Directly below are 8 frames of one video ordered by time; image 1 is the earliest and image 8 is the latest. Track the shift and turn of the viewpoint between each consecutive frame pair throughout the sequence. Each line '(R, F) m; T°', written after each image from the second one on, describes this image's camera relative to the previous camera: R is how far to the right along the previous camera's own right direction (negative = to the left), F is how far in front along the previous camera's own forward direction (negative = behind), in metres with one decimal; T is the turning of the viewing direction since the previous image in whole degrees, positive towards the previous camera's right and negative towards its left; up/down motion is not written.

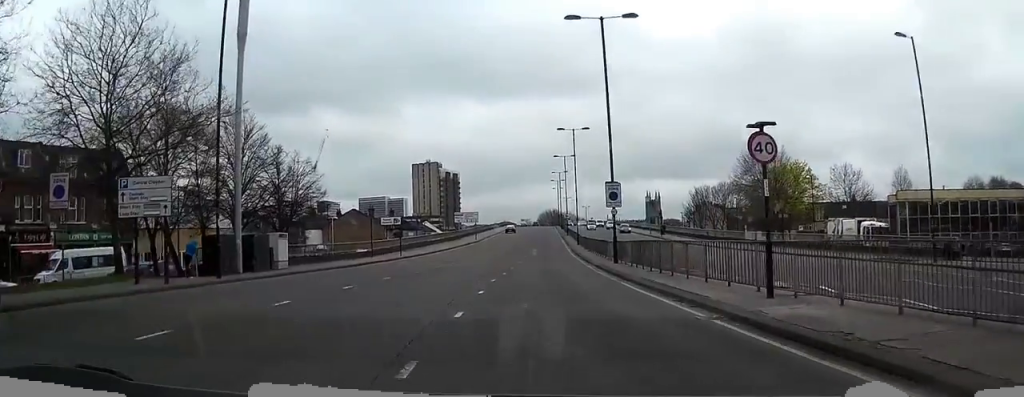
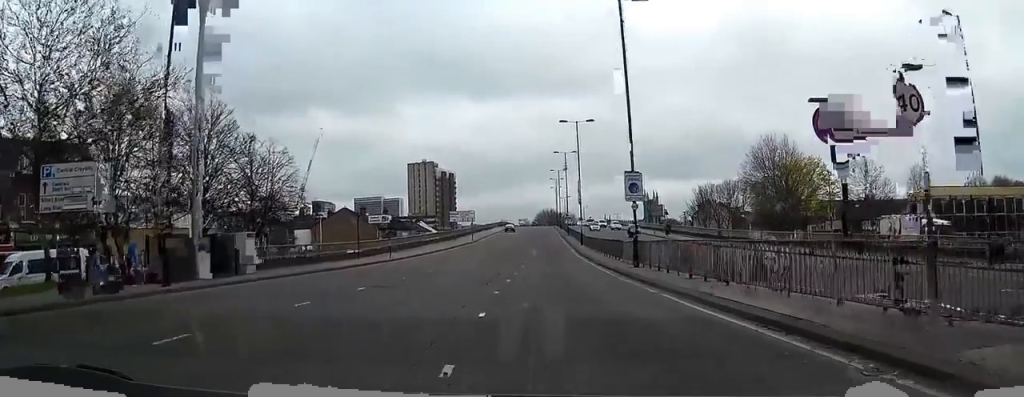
(0.0, +5.5) m; +1°
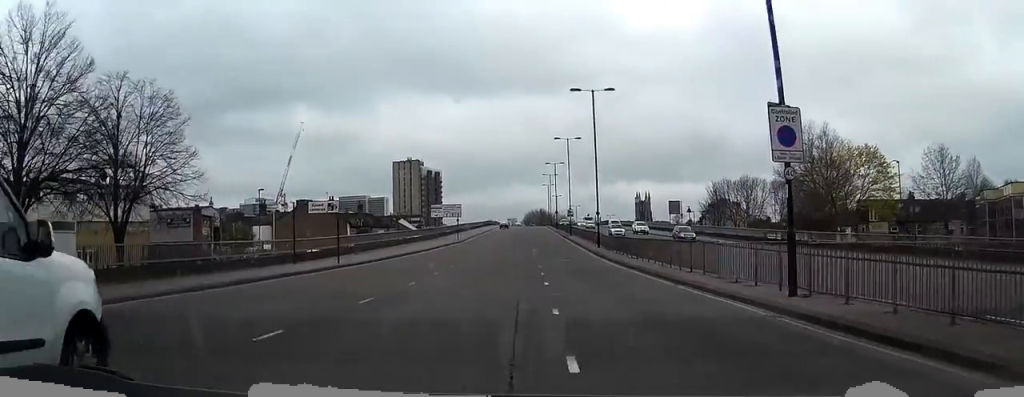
(+0.2, +15.8) m; +1°
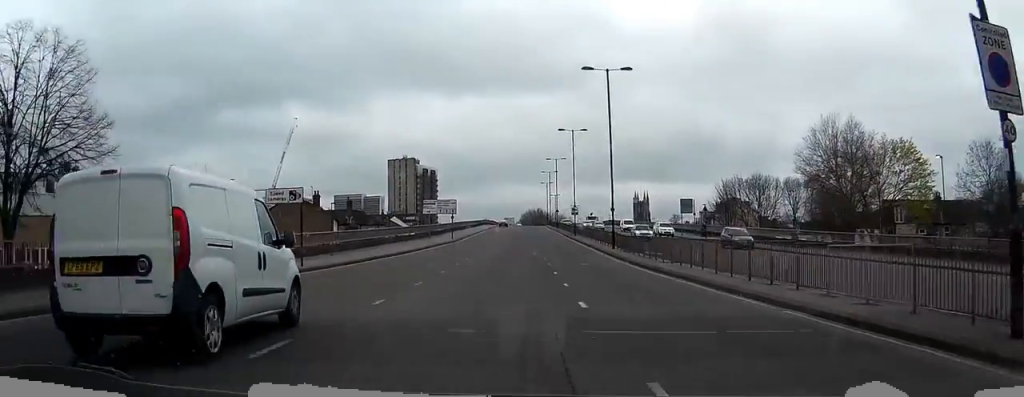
(0.0, +7.3) m; 0°
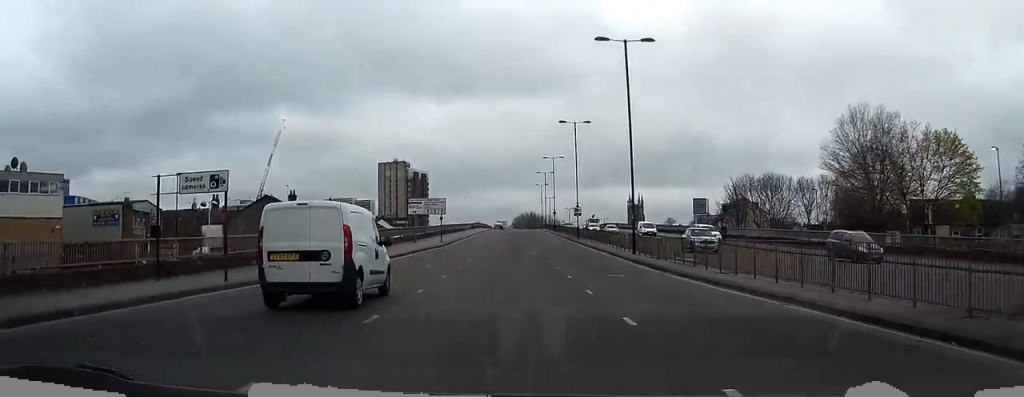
(0.0, +8.5) m; 0°
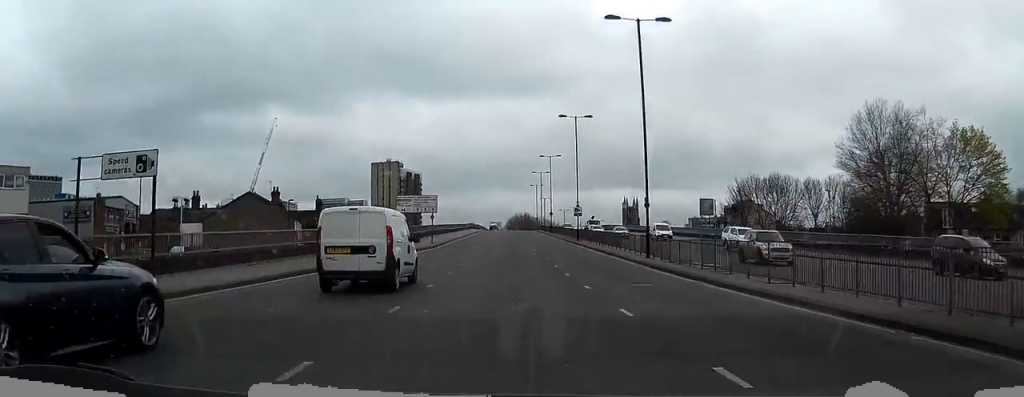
(0.0, +4.6) m; 0°
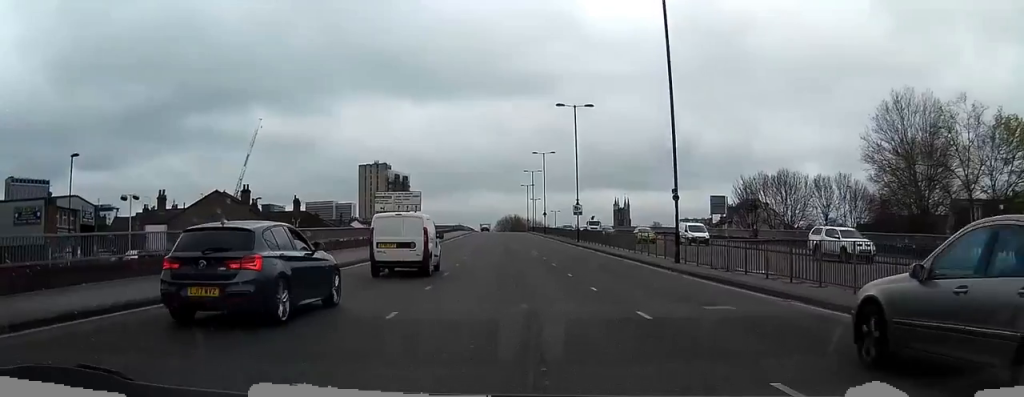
(0.0, +7.0) m; +1°
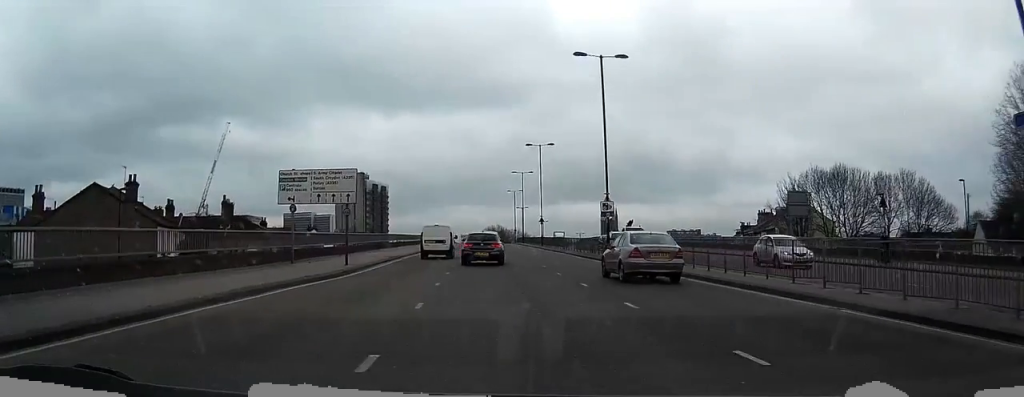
(+0.7, +22.2) m; +2°
